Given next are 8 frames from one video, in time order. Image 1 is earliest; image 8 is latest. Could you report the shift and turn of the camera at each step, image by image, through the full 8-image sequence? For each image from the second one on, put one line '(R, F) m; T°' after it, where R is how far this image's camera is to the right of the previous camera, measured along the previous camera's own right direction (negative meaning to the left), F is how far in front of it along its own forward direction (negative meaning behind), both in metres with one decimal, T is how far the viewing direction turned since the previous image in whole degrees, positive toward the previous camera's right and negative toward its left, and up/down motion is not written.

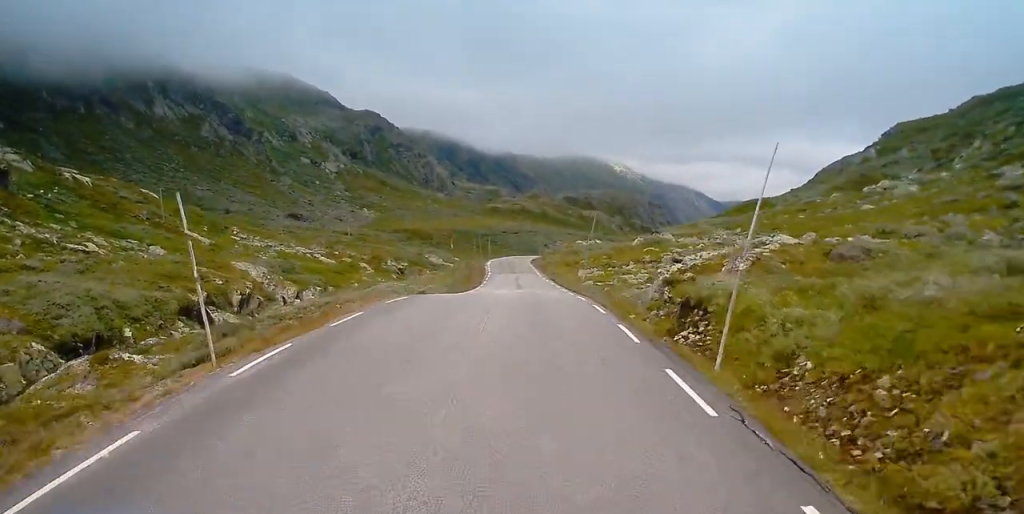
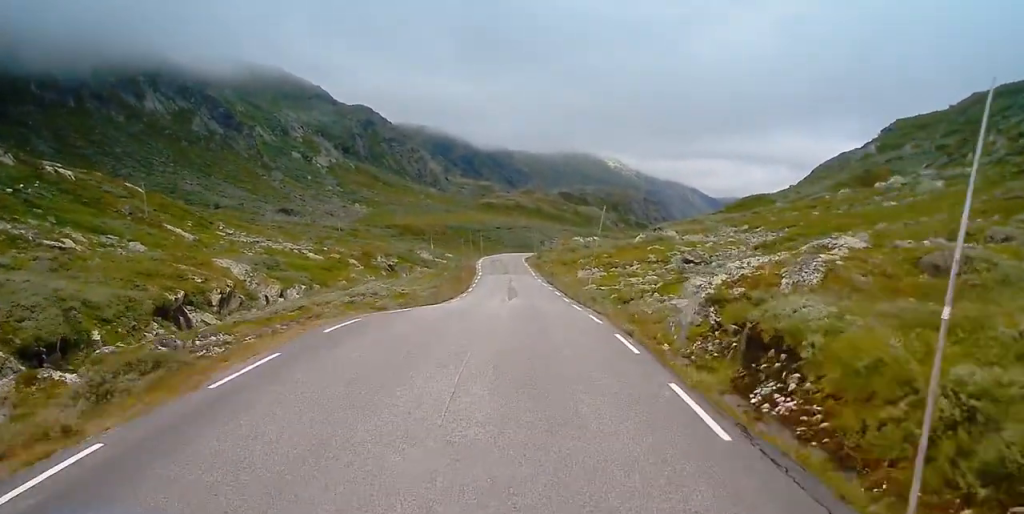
(0.0, +6.7) m; +1°
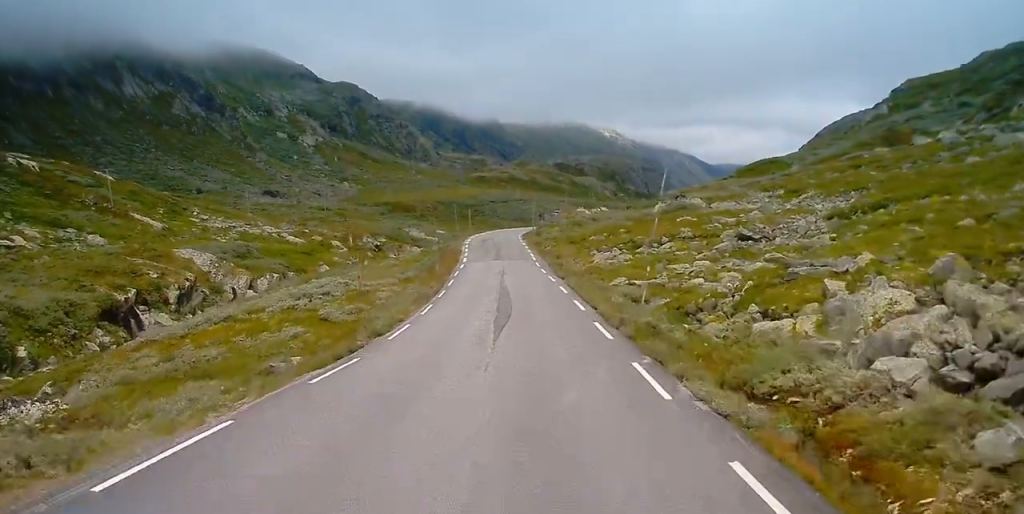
(+0.3, +16.0) m; 0°
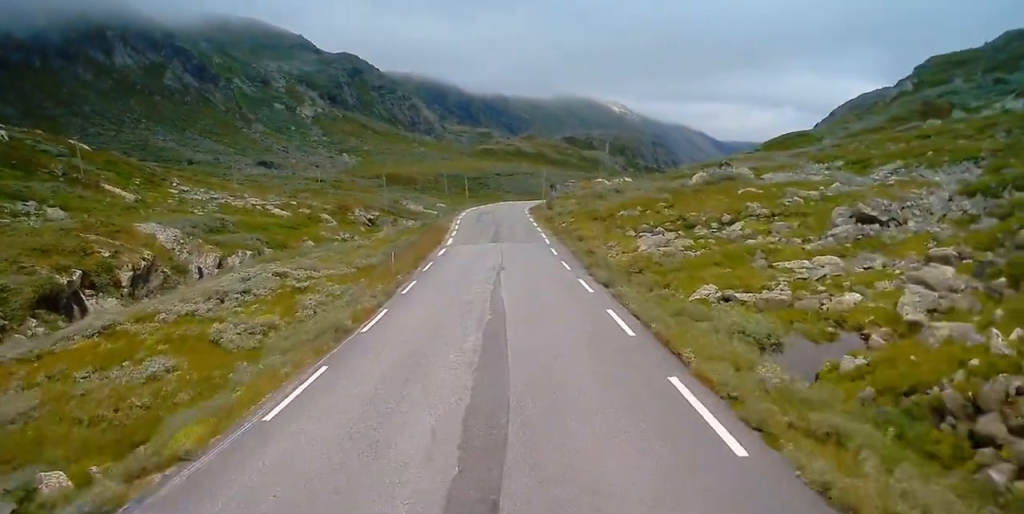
(-0.3, +15.8) m; -1°
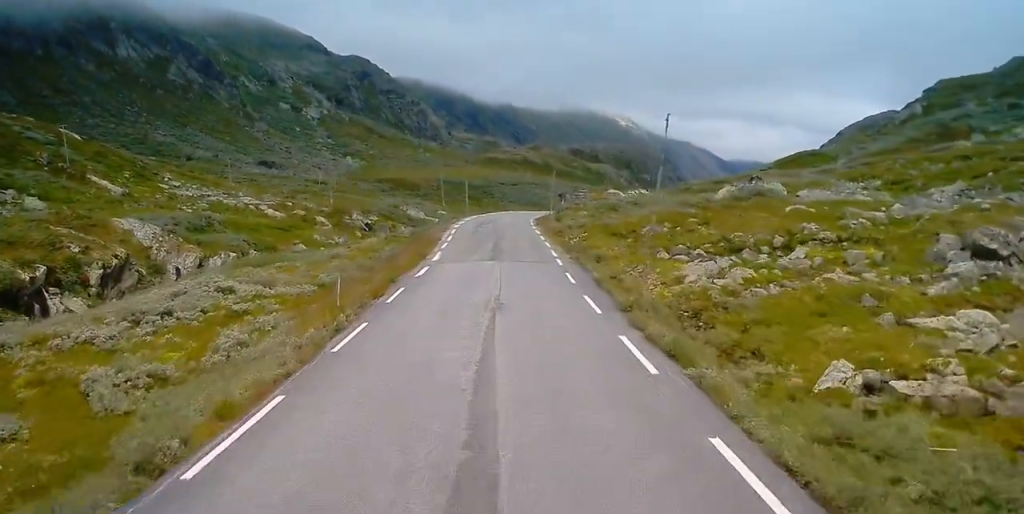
(+0.1, +8.4) m; 0°
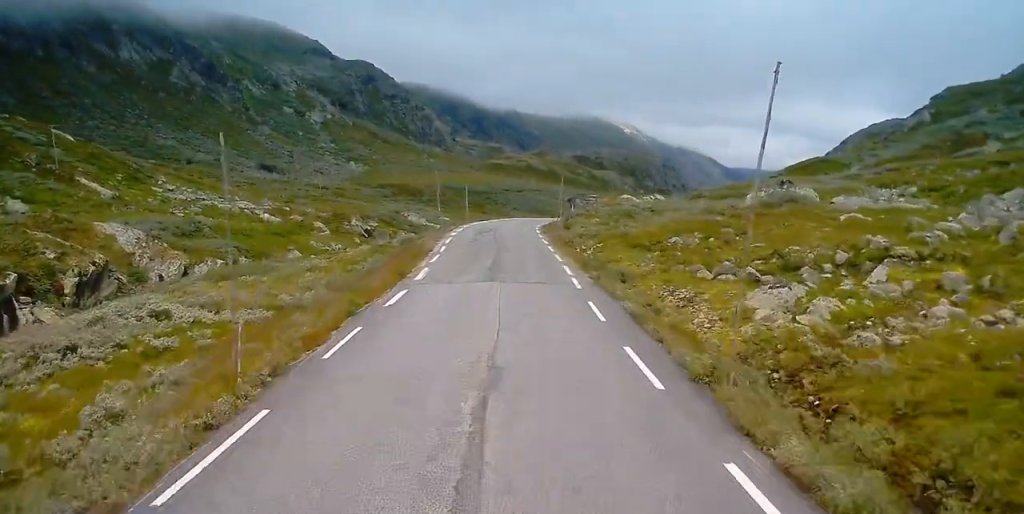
(0.0, +6.7) m; 0°
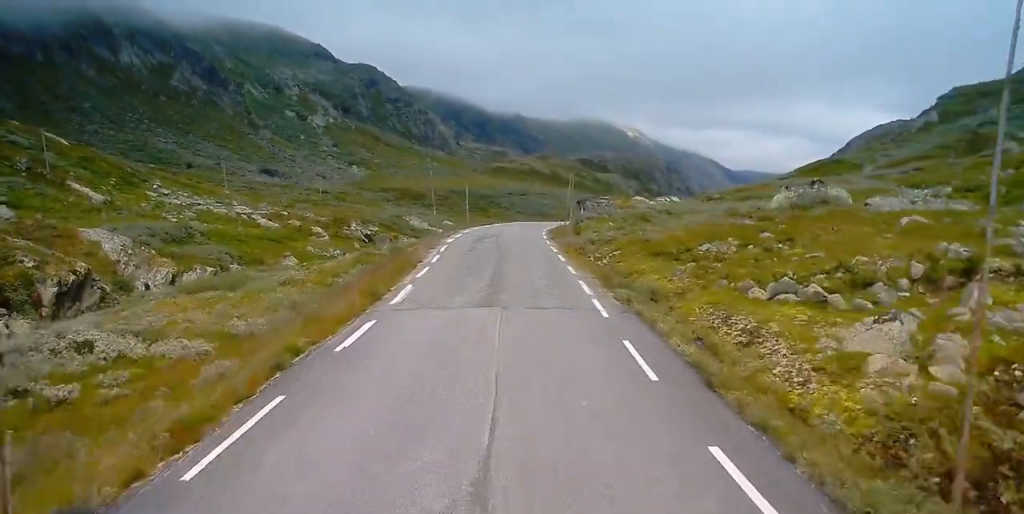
(0.0, +5.5) m; 0°
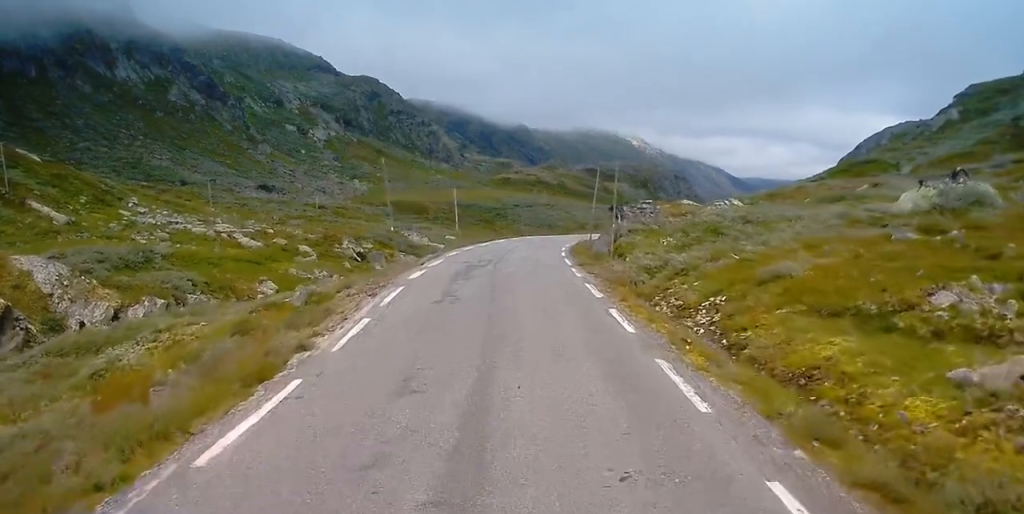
(-0.2, +18.0) m; -1°
